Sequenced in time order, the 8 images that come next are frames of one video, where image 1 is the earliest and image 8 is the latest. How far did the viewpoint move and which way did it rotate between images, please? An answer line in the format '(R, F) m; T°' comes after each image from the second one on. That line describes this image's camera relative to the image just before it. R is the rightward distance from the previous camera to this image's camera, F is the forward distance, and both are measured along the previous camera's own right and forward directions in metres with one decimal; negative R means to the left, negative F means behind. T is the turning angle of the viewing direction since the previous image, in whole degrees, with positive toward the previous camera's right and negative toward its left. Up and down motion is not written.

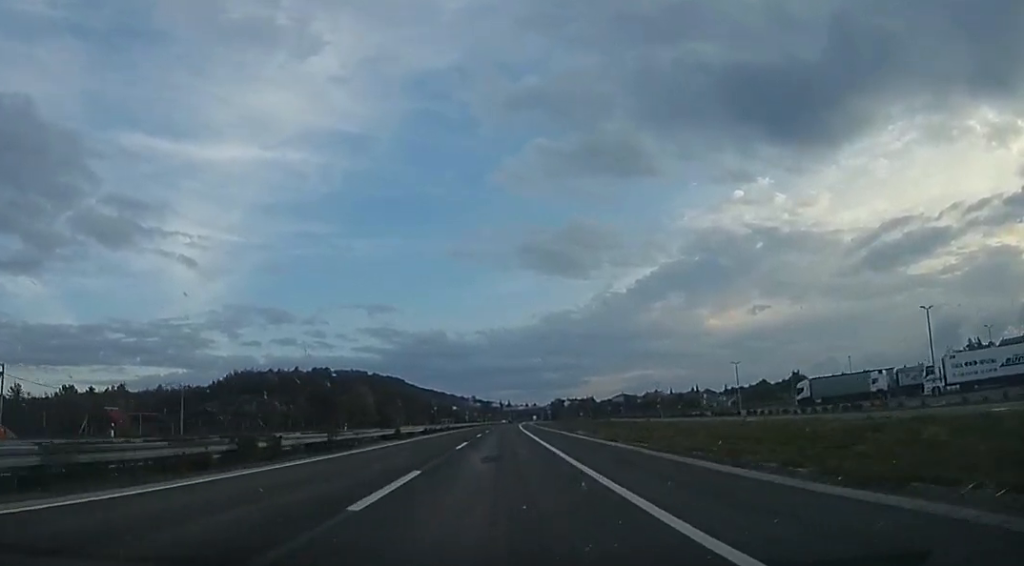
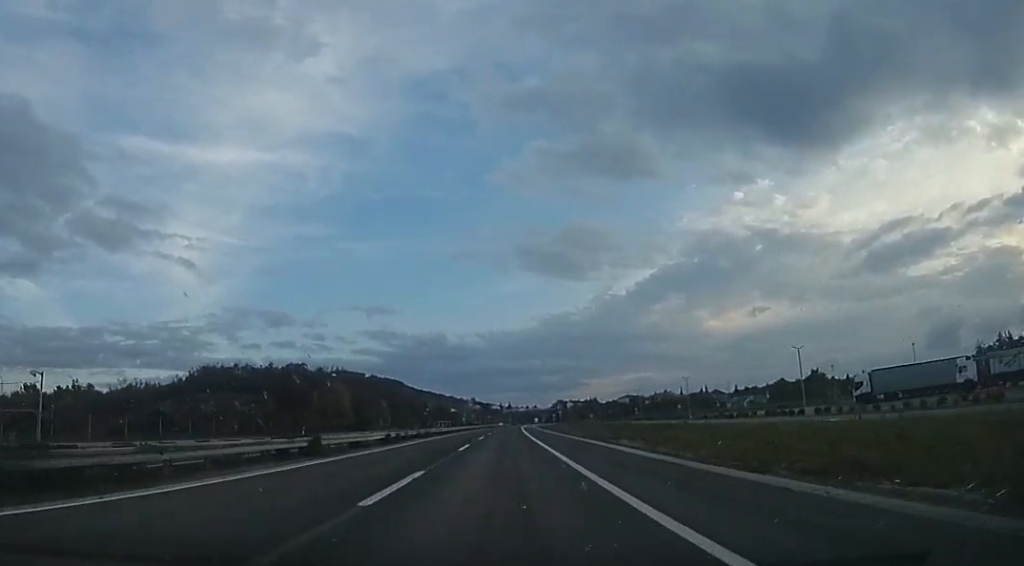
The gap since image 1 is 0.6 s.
(0.0, +17.3) m; 0°
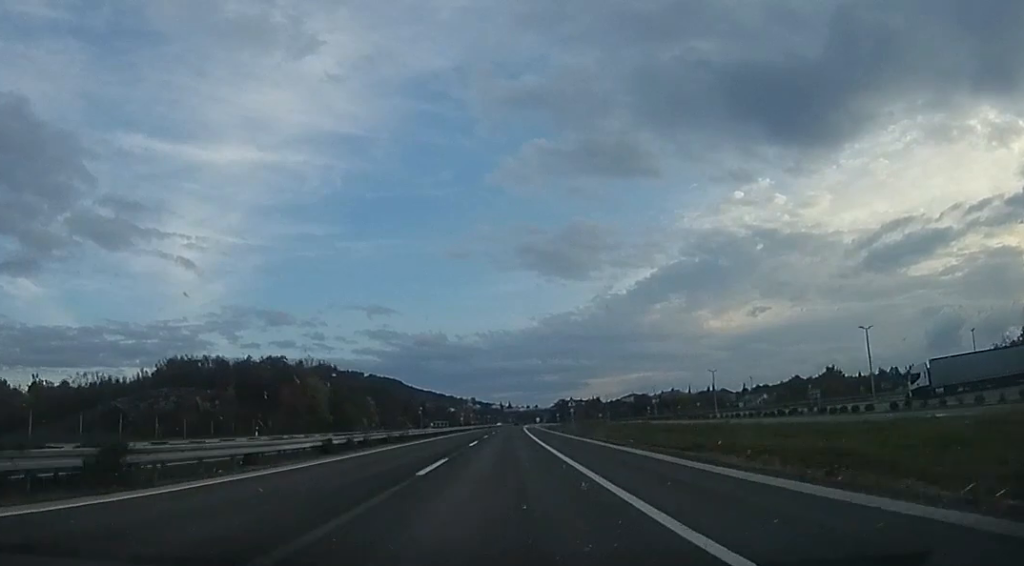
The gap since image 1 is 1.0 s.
(0.0, +12.5) m; 0°
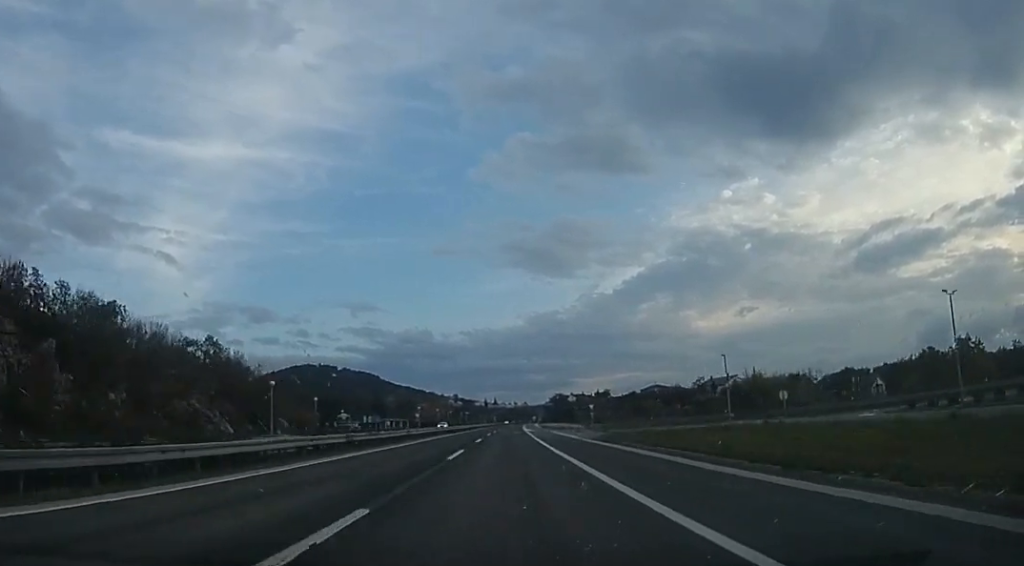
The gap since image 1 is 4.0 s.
(+2.0, +84.6) m; 0°
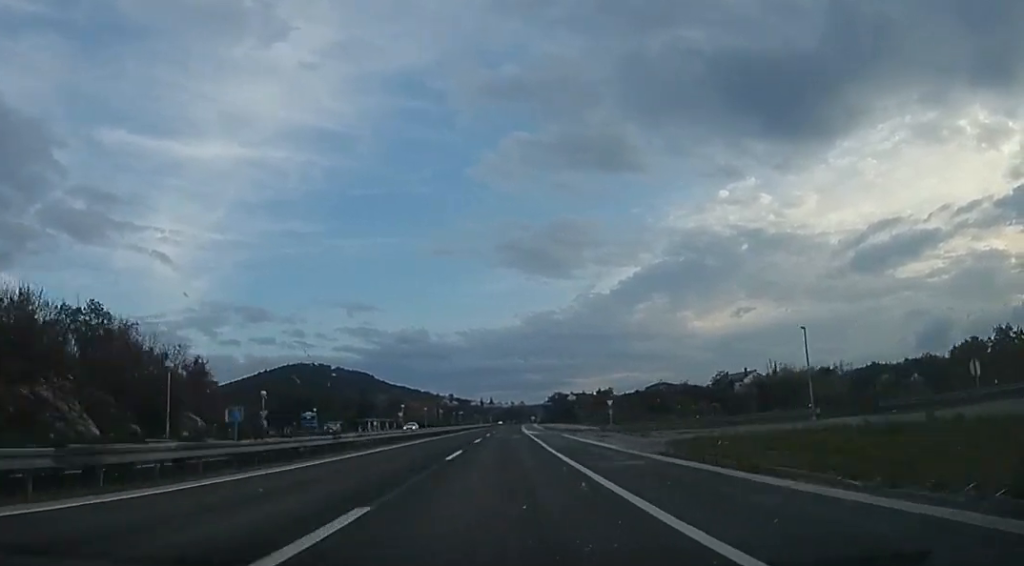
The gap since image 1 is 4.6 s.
(-0.1, +17.8) m; 0°
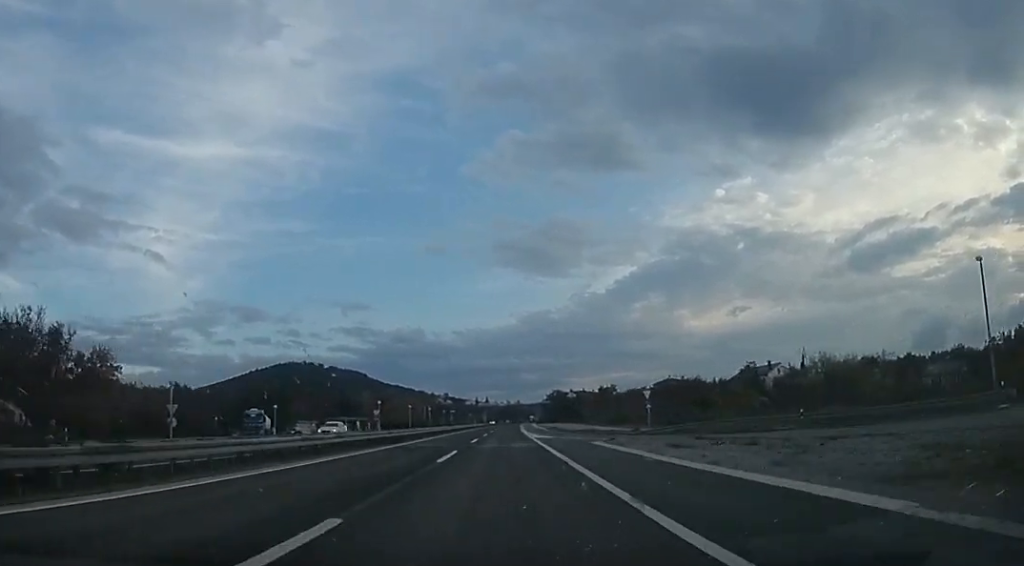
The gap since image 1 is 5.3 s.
(0.0, +19.2) m; +1°
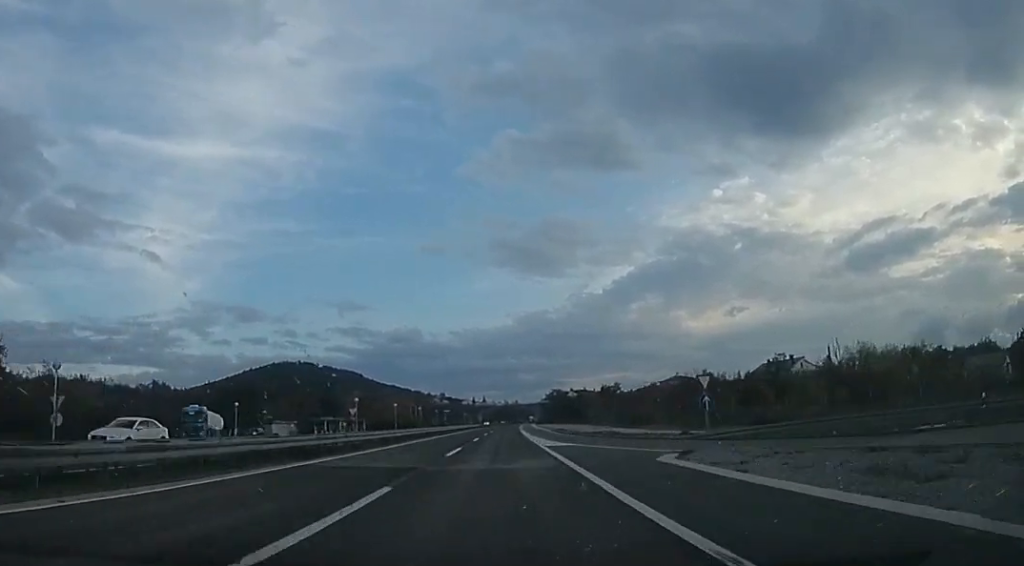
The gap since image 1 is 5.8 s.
(+0.2, +14.4) m; +1°
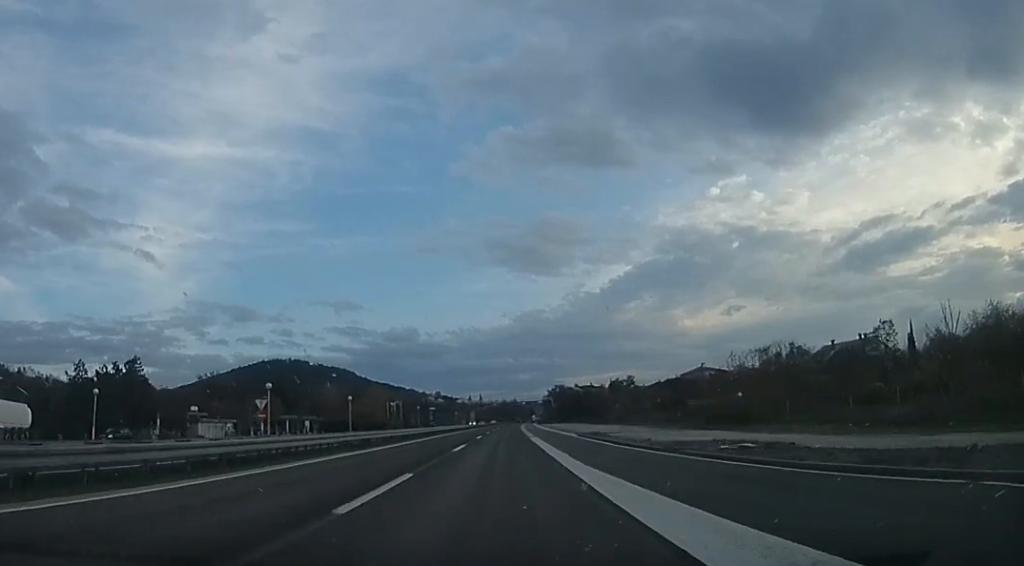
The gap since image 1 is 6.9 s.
(+0.2, +32.6) m; +1°
